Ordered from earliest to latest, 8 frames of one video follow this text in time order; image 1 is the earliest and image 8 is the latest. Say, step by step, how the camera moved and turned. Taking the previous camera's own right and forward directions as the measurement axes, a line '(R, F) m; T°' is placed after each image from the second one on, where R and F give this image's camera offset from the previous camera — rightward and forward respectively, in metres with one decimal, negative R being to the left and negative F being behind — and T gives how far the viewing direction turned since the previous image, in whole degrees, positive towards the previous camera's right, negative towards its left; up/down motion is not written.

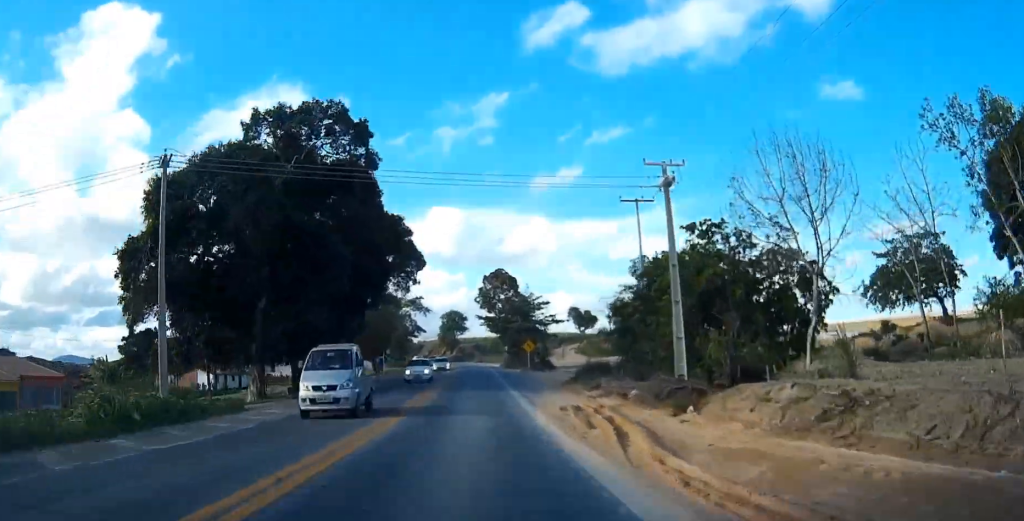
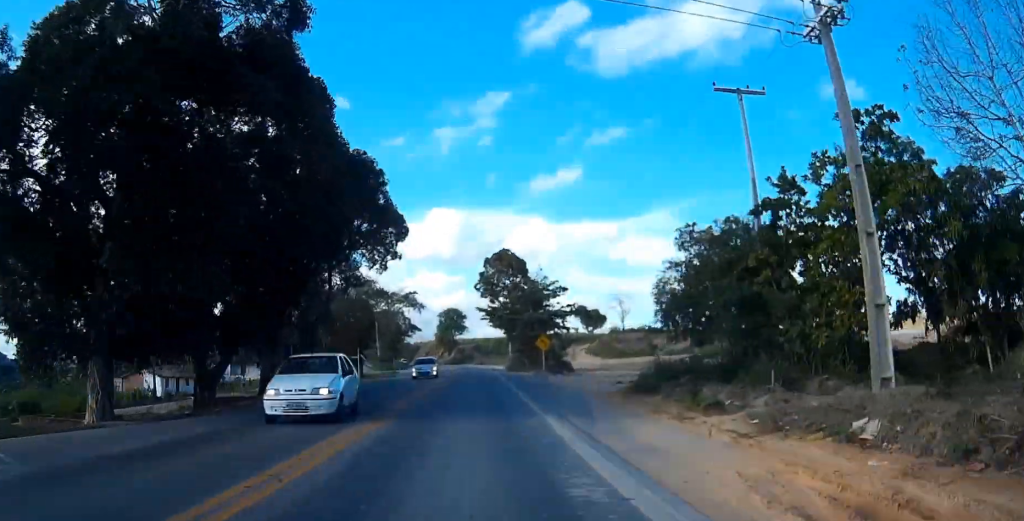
(-0.1, +17.2) m; 0°
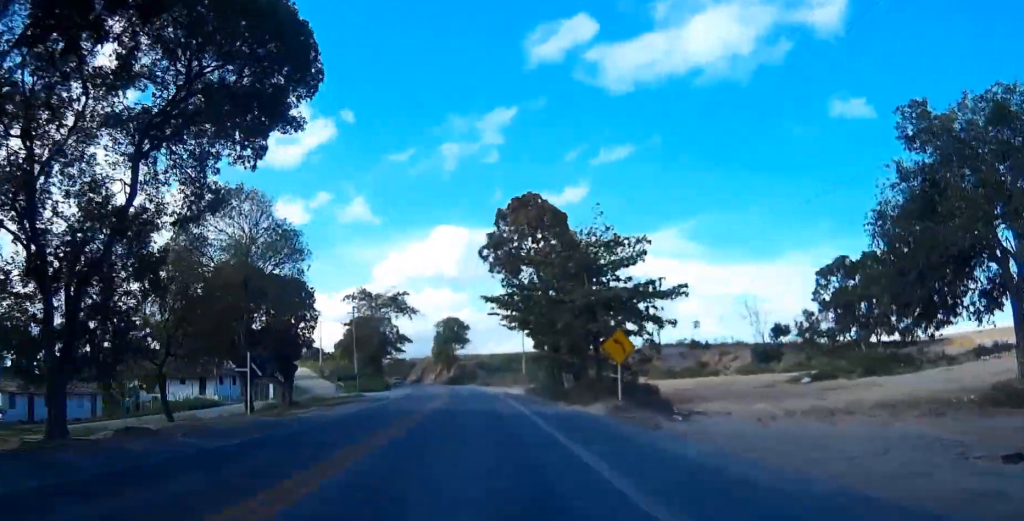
(+0.1, +31.5) m; 0°
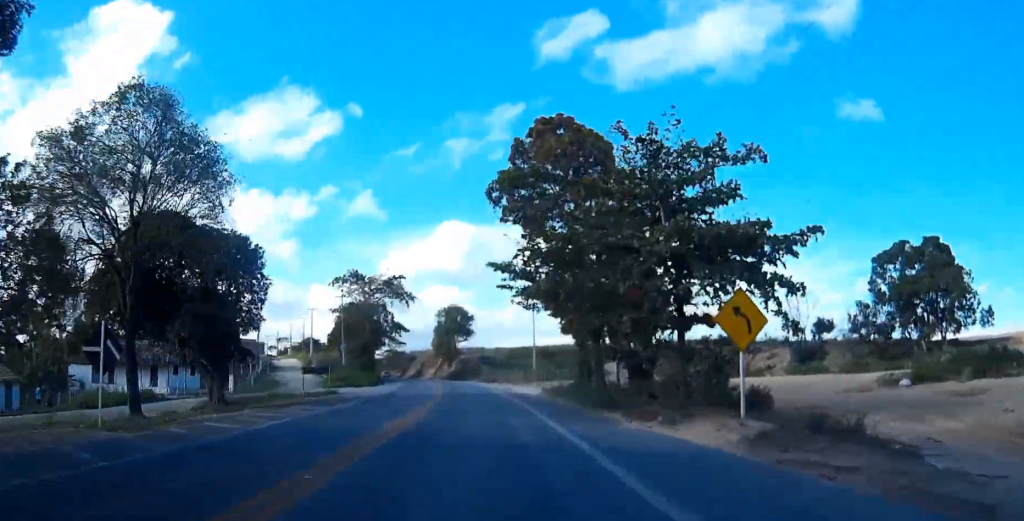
(0.0, +13.6) m; 0°
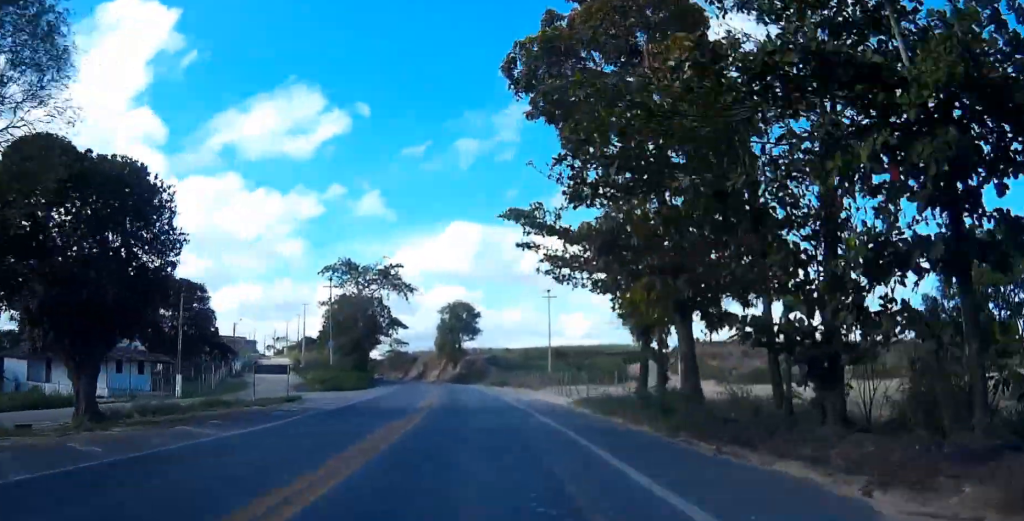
(0.0, +12.8) m; 0°
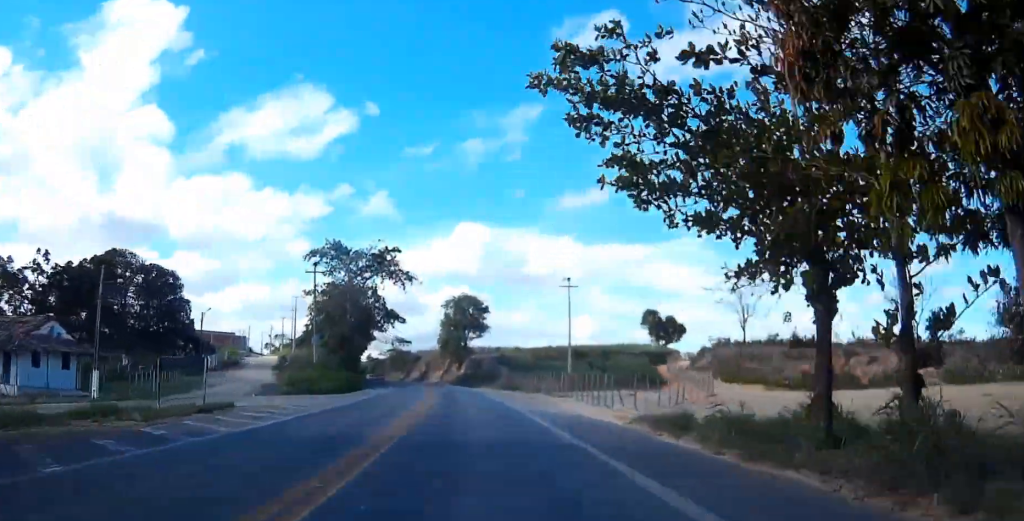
(0.0, +12.7) m; -1°
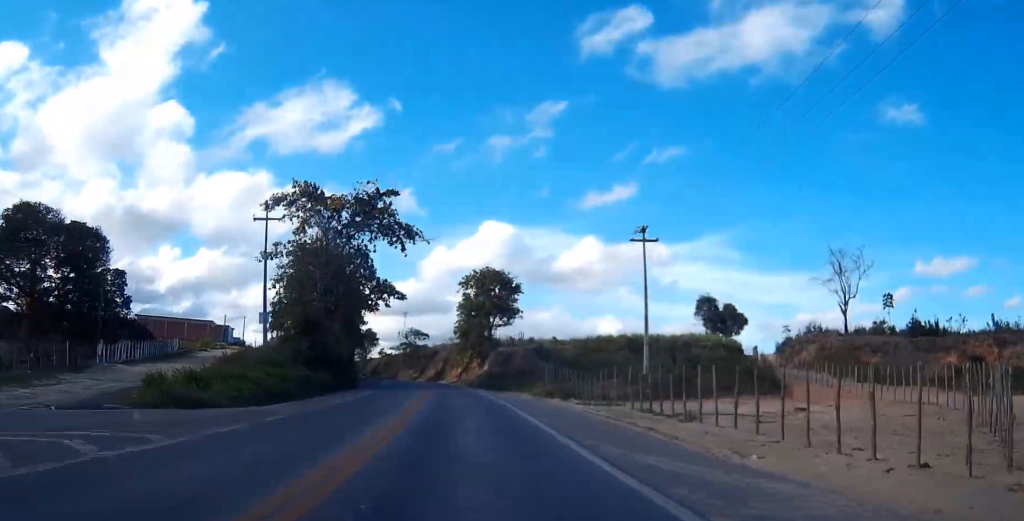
(-0.3, +25.4) m; -2°
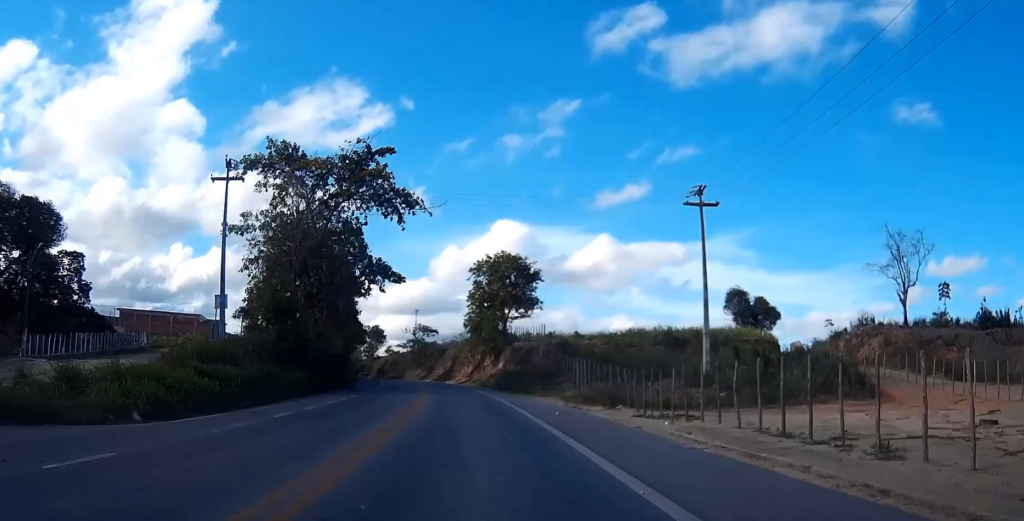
(-0.1, +11.0) m; -1°
